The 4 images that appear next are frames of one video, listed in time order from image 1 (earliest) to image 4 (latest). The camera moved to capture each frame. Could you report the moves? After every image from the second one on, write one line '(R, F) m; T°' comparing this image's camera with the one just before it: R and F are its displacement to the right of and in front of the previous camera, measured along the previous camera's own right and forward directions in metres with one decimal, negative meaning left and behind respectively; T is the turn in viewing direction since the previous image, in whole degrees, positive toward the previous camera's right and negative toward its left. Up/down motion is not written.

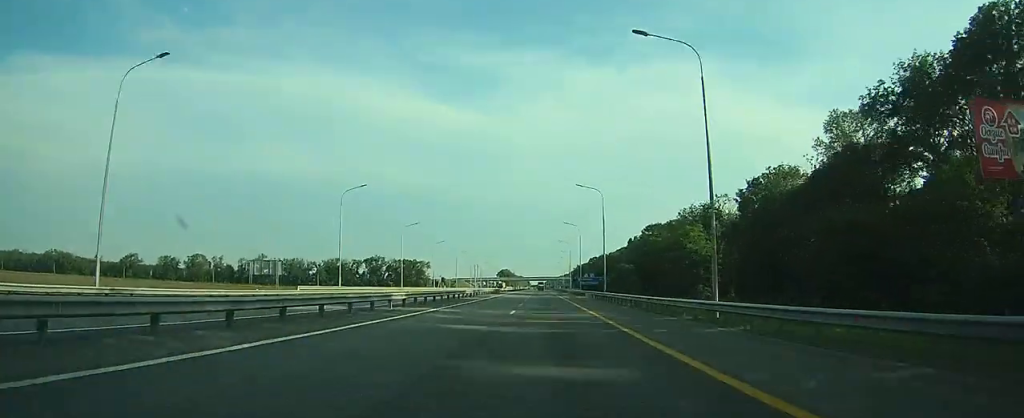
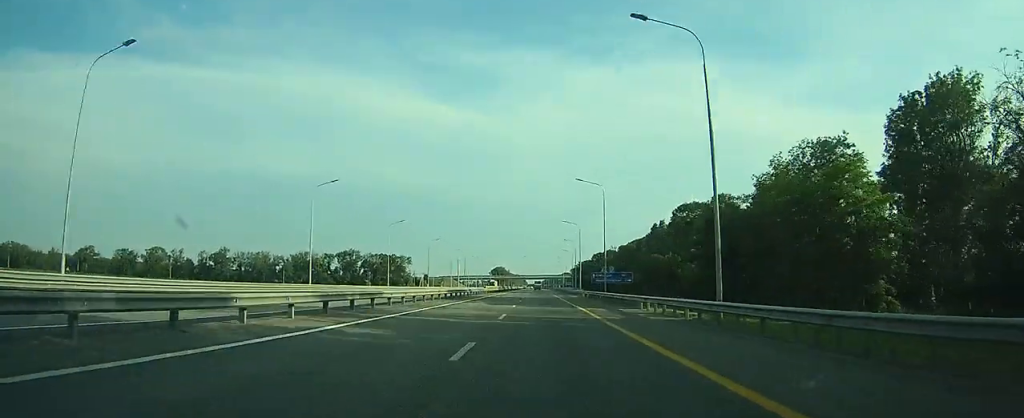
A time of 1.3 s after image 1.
(0.0, +41.2) m; 0°
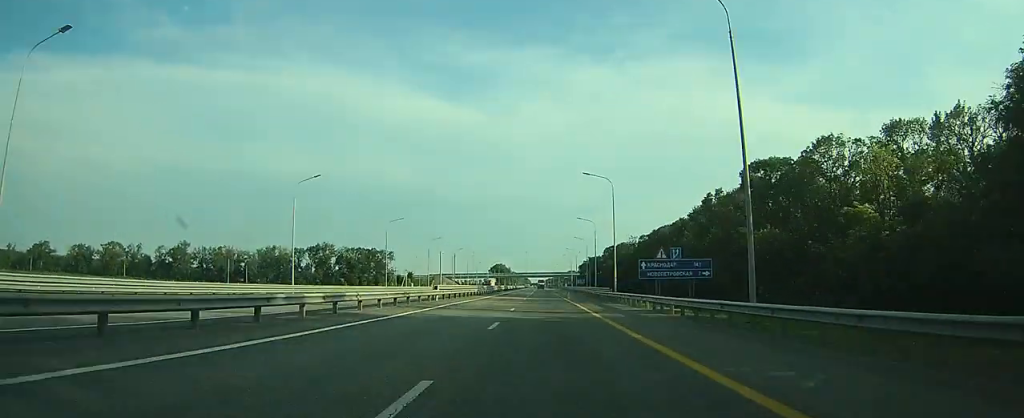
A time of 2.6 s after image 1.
(0.0, +41.3) m; 0°
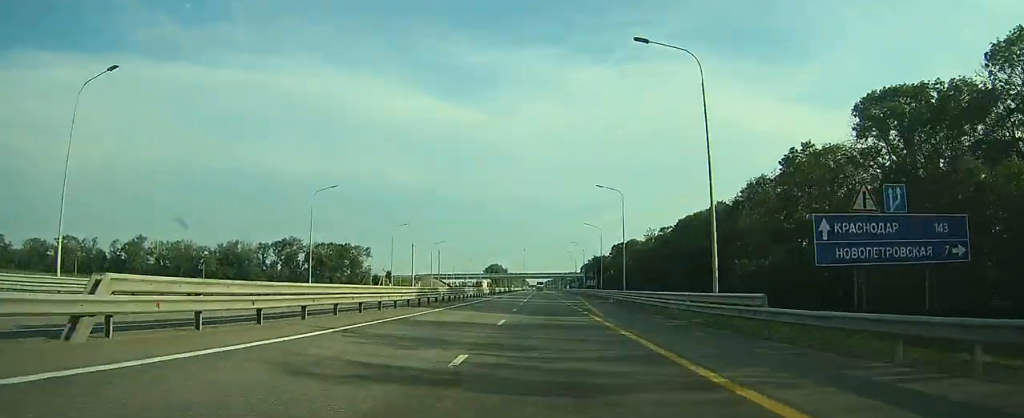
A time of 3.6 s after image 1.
(0.0, +32.9) m; 0°
